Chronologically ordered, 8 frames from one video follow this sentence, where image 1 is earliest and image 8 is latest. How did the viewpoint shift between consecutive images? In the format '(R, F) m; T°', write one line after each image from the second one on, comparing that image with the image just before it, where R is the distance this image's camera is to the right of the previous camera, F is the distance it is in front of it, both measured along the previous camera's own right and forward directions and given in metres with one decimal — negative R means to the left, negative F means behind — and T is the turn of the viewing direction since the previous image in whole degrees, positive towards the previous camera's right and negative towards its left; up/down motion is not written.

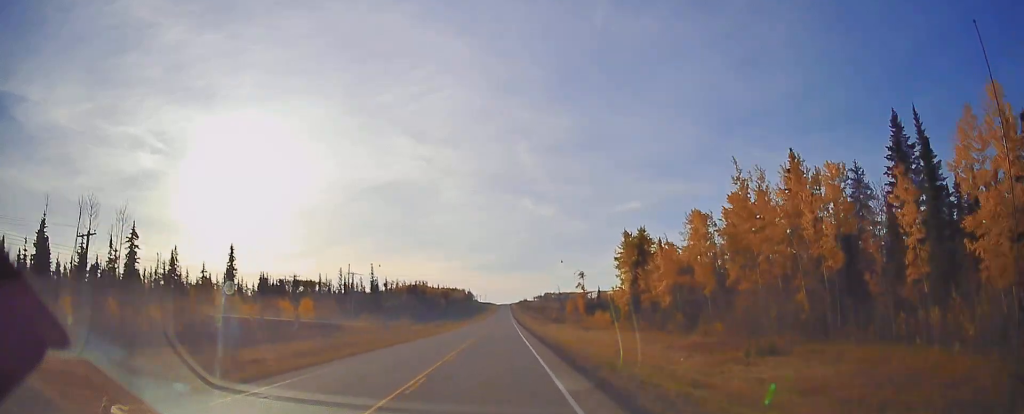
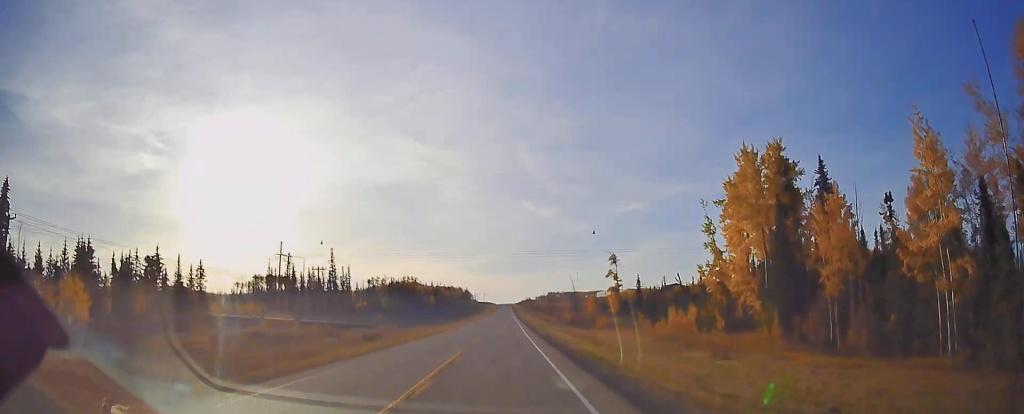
(+0.1, +59.3) m; 0°
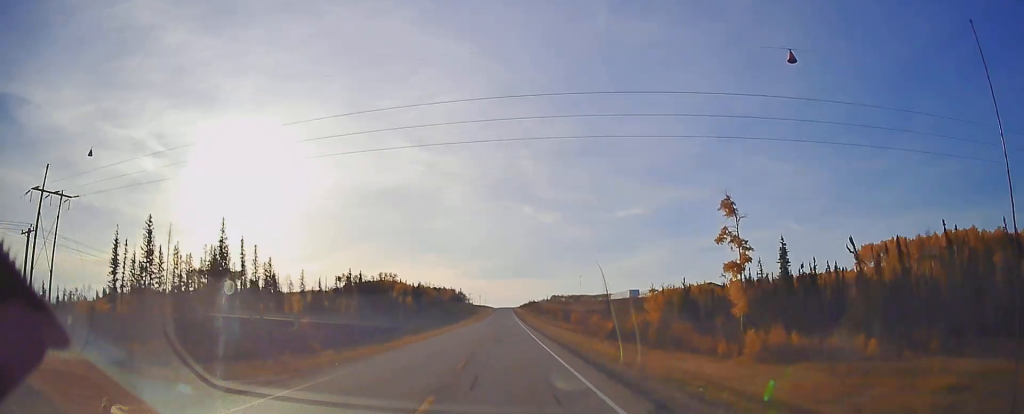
(0.0, +83.6) m; 0°
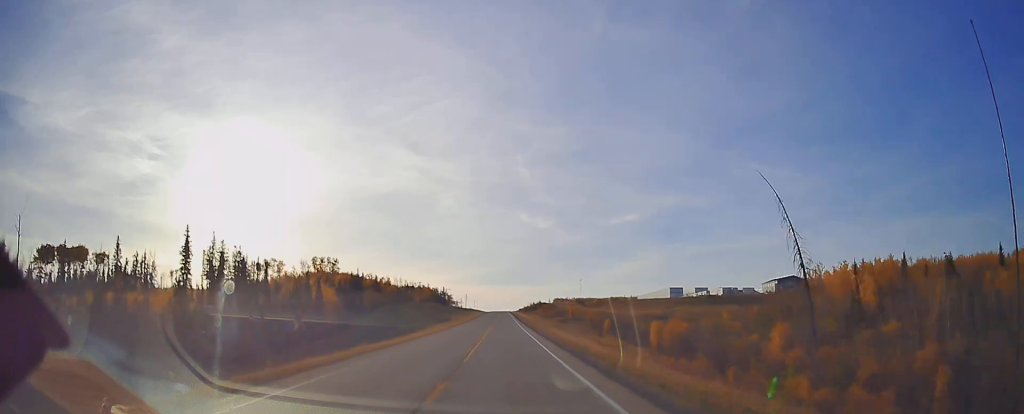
(+0.3, +133.4) m; +1°
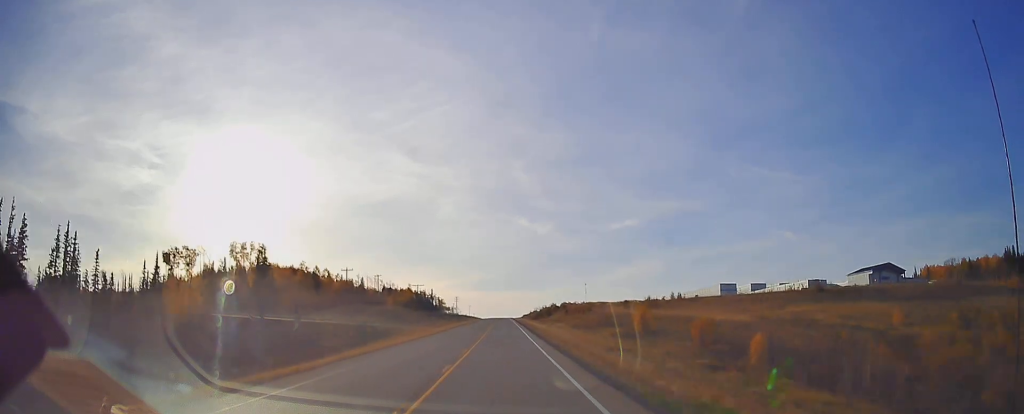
(+0.4, +82.4) m; 0°
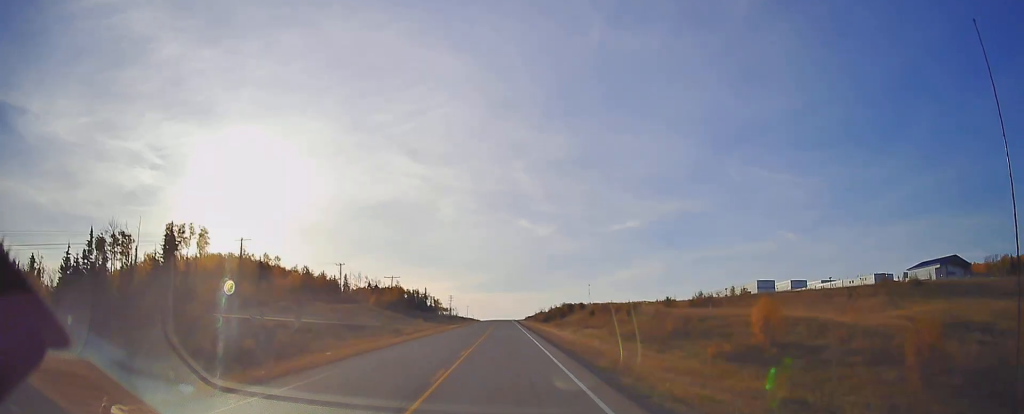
(-0.3, +39.2) m; 0°
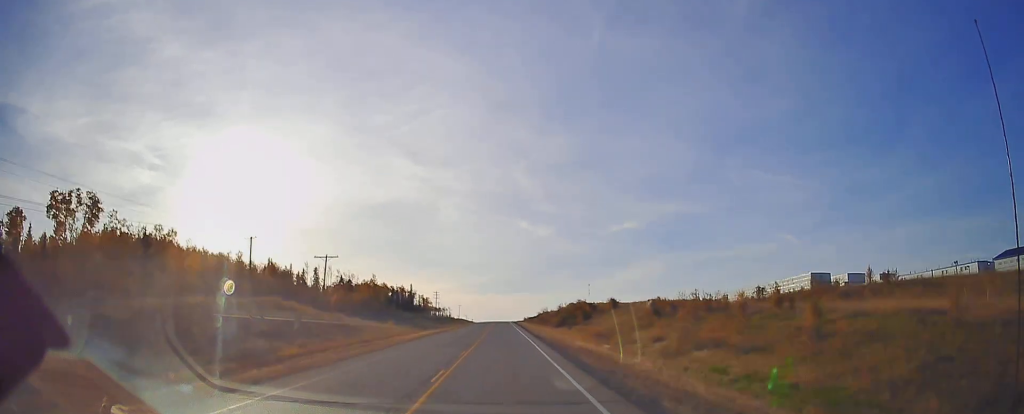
(-0.1, +44.6) m; 0°
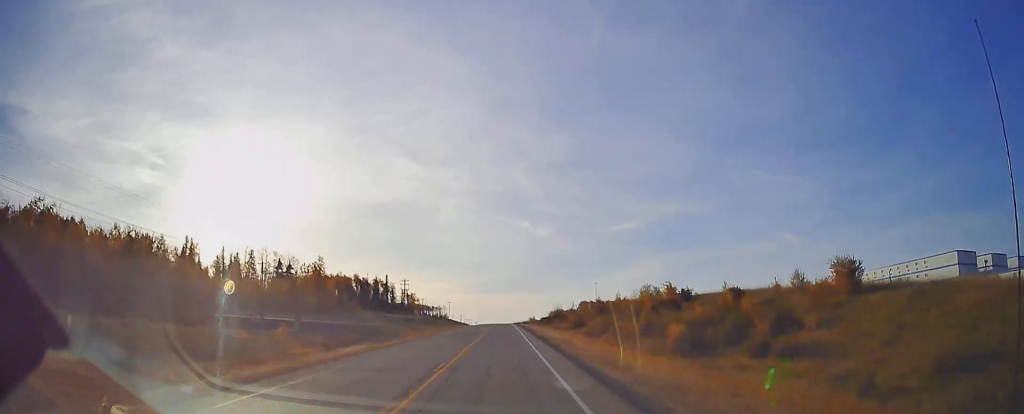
(+0.1, +69.0) m; 0°
